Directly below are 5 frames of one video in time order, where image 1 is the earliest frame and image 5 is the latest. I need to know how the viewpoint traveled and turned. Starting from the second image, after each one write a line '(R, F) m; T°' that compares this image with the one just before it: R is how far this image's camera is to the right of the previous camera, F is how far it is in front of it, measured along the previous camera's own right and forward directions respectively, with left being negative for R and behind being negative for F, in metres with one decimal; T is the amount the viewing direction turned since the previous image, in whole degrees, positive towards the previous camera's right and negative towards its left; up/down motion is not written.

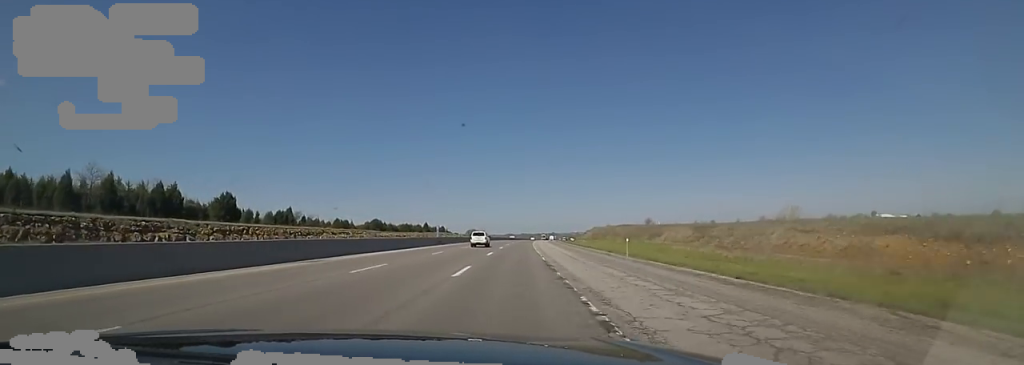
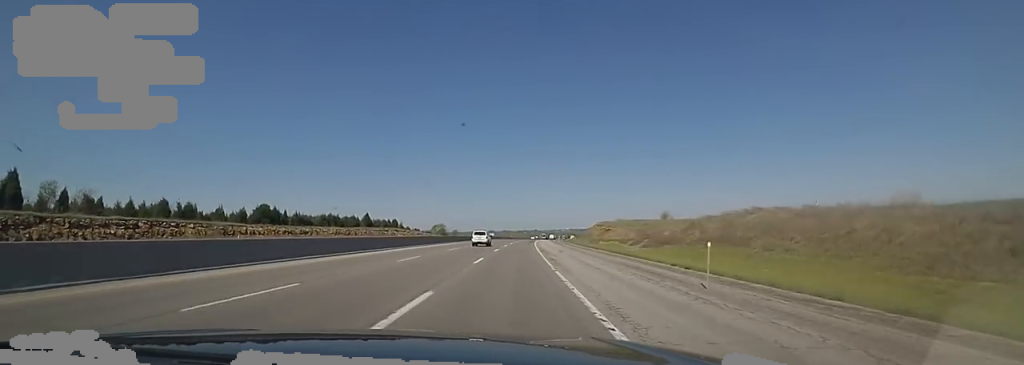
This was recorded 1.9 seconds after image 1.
(+4.9, +70.0) m; +6°
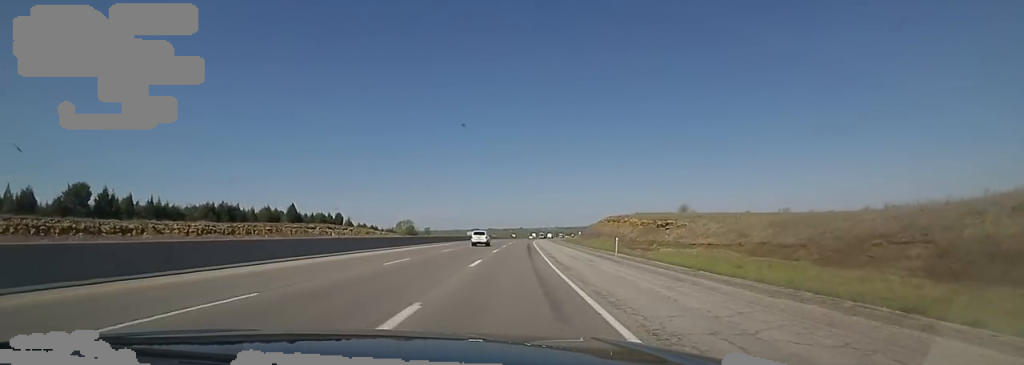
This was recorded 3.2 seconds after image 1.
(-1.1, +47.5) m; -2°
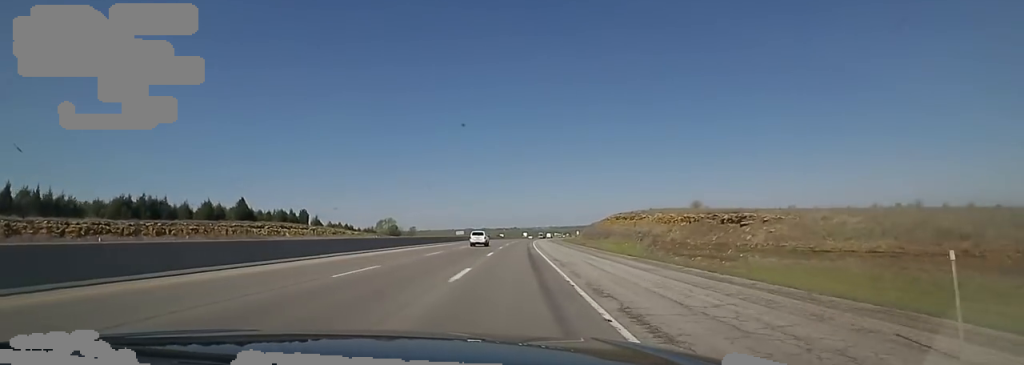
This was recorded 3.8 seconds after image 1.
(-0.8, +20.7) m; 0°
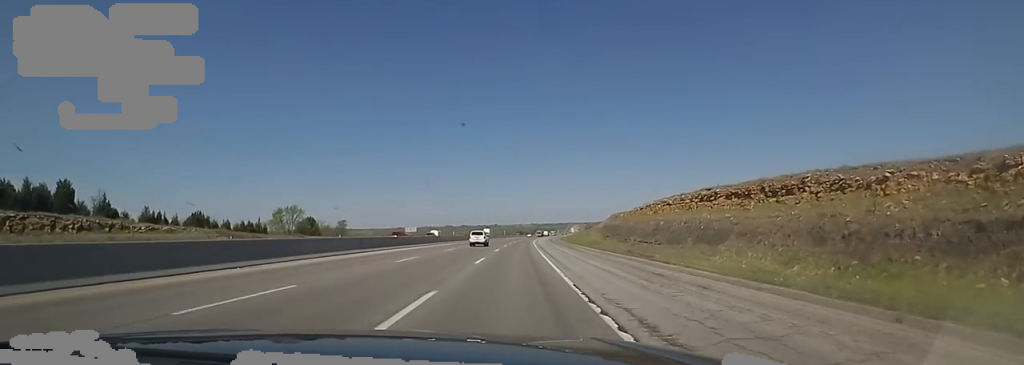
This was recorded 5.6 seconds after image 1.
(+5.3, +68.1) m; +5°
